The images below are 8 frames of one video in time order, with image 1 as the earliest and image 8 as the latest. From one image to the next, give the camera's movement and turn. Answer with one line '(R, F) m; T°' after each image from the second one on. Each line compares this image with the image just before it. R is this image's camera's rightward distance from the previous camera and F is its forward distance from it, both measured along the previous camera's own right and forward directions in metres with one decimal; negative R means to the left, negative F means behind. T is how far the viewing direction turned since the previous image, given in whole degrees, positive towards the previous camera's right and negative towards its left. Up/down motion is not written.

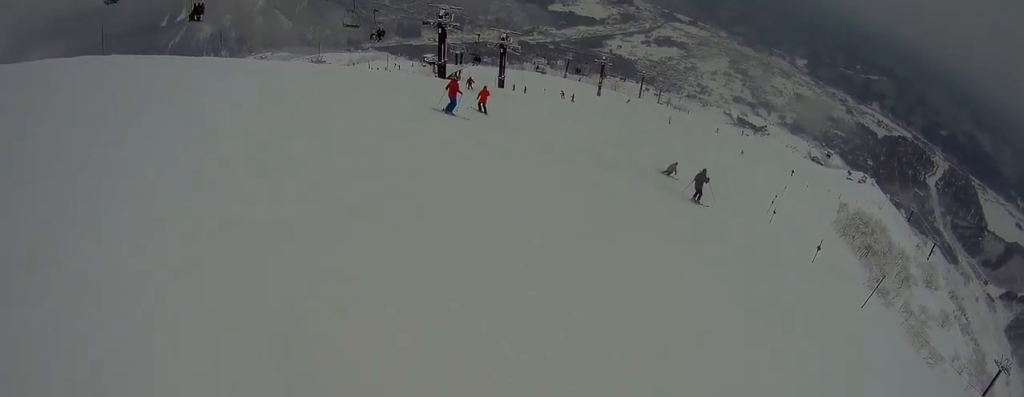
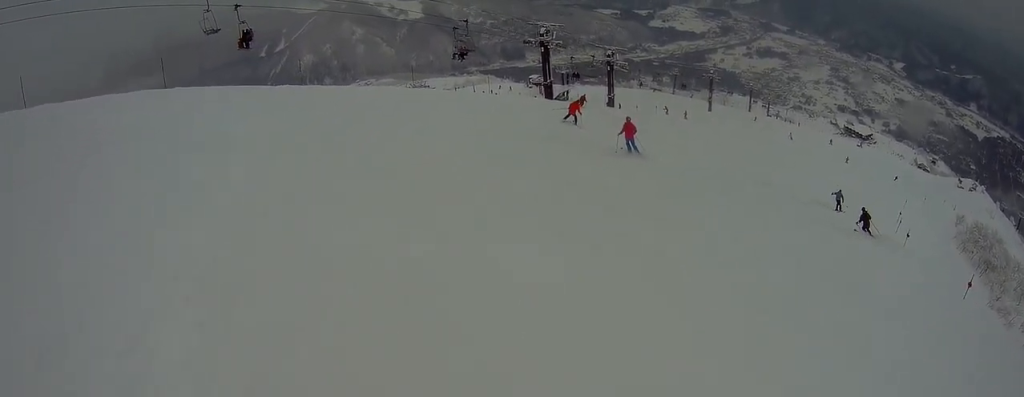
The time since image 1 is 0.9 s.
(-0.6, +2.9) m; -21°
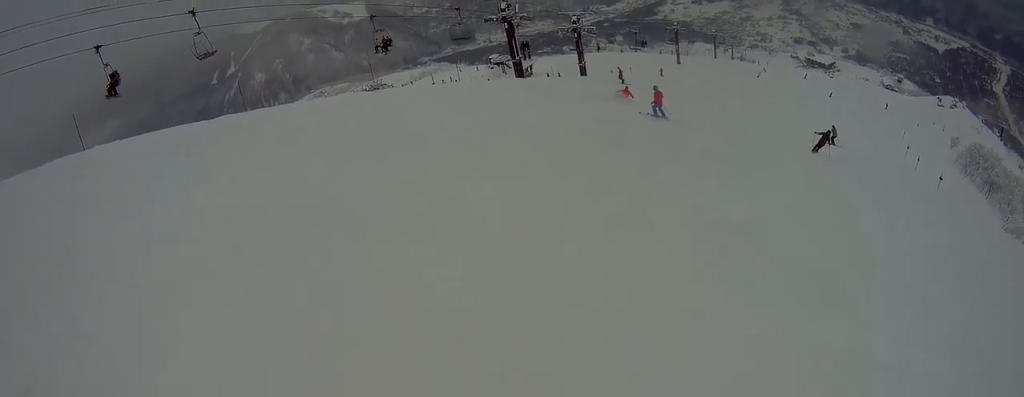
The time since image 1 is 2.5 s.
(-1.2, +6.0) m; -8°
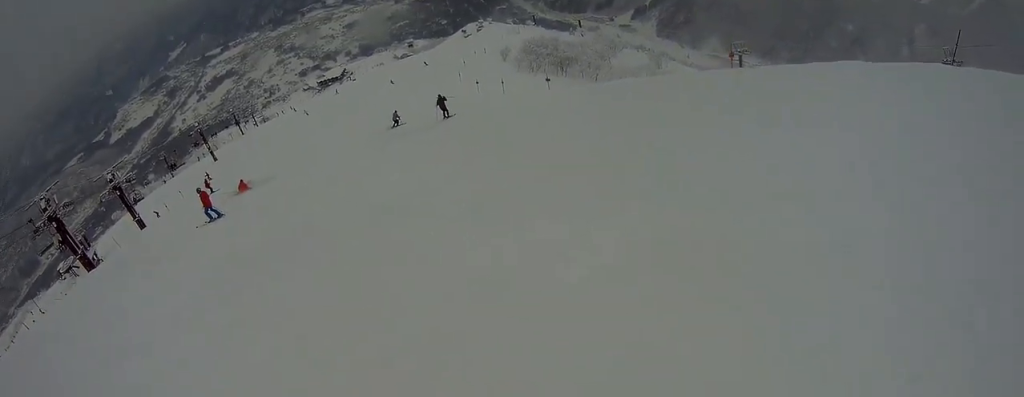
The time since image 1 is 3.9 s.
(+2.0, +3.2) m; +75°
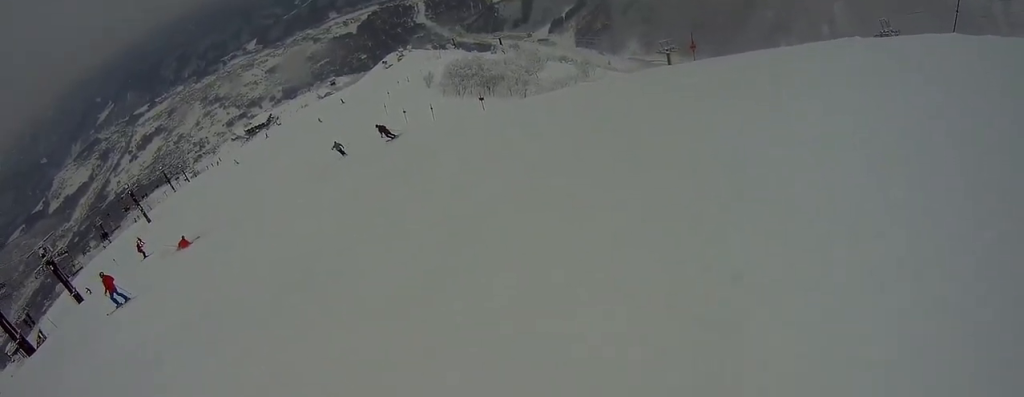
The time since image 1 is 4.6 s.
(+1.1, +2.5) m; +21°
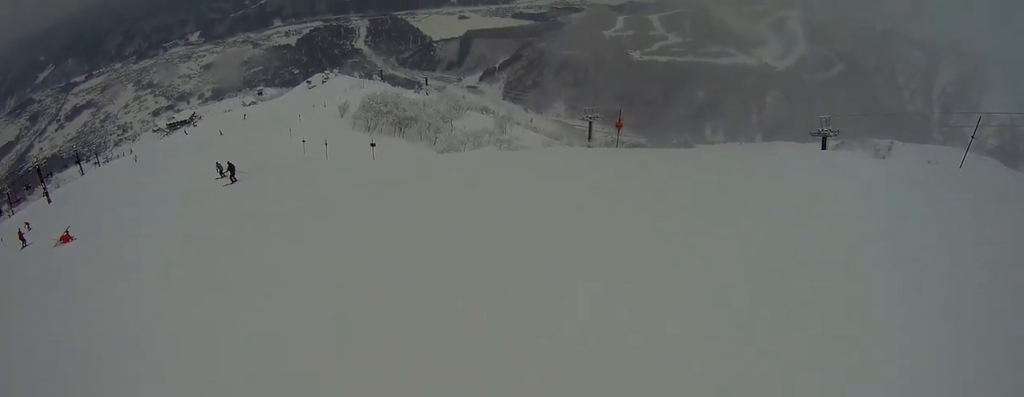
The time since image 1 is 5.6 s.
(-0.2, +4.1) m; -14°
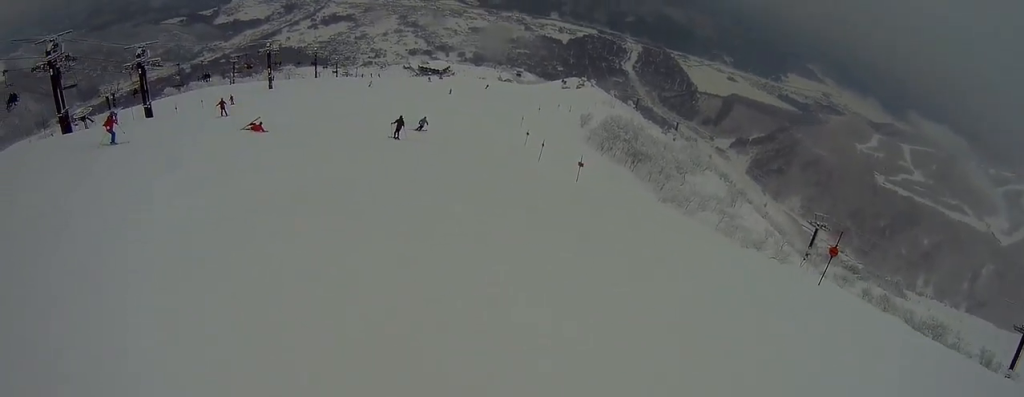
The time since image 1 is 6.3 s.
(-0.1, +2.9) m; -26°
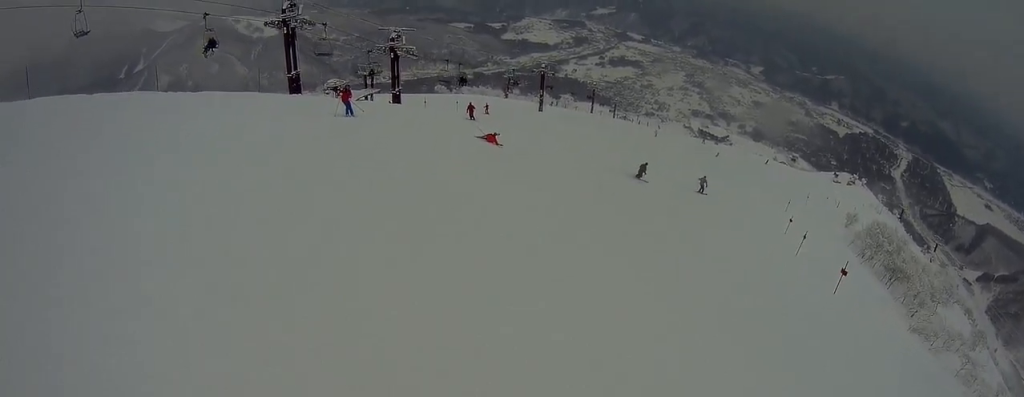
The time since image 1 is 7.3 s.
(-1.8, +2.7) m; -31°
